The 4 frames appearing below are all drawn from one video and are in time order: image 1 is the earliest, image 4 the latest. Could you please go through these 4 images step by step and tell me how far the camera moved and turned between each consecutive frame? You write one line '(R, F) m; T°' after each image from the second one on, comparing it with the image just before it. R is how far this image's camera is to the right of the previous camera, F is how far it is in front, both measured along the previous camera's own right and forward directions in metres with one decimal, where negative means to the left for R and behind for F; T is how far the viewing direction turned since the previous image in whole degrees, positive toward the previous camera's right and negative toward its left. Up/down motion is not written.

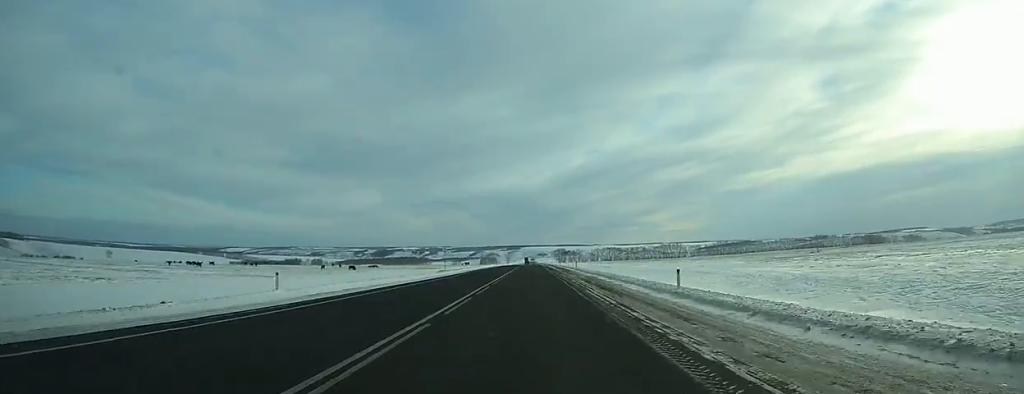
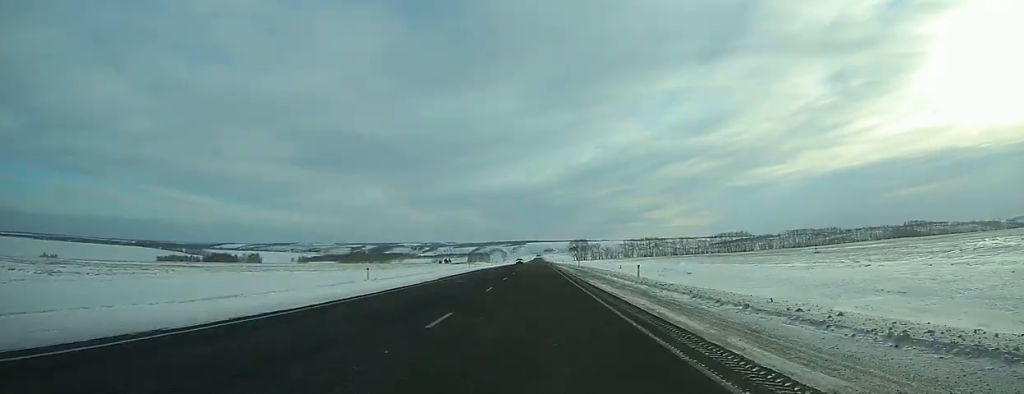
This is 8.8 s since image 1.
(-0.9, +241.6) m; 0°
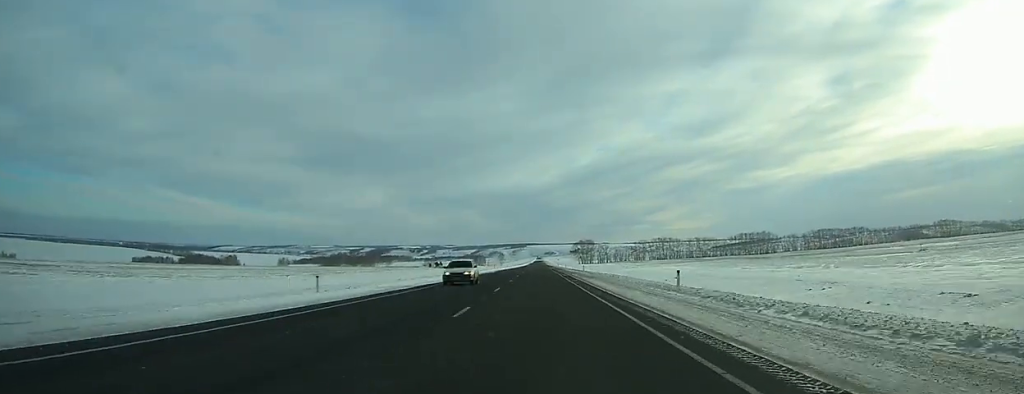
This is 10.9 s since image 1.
(-0.1, +61.0) m; 0°
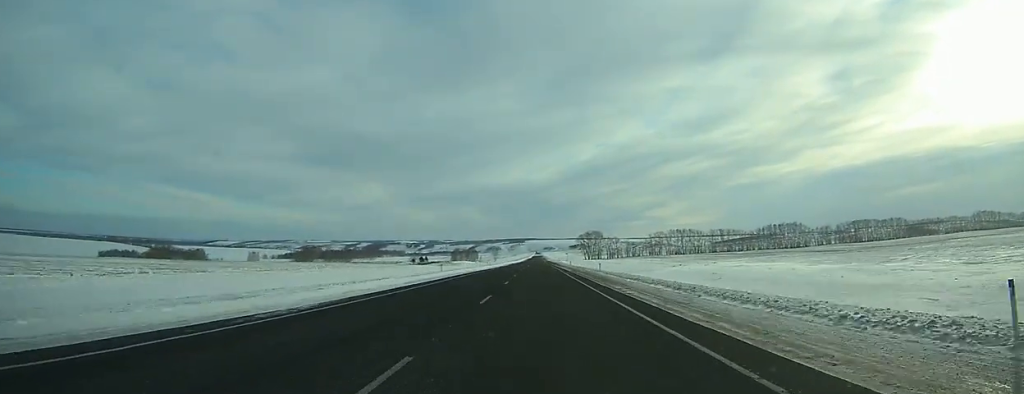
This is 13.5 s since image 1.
(-0.1, +67.6) m; 0°
